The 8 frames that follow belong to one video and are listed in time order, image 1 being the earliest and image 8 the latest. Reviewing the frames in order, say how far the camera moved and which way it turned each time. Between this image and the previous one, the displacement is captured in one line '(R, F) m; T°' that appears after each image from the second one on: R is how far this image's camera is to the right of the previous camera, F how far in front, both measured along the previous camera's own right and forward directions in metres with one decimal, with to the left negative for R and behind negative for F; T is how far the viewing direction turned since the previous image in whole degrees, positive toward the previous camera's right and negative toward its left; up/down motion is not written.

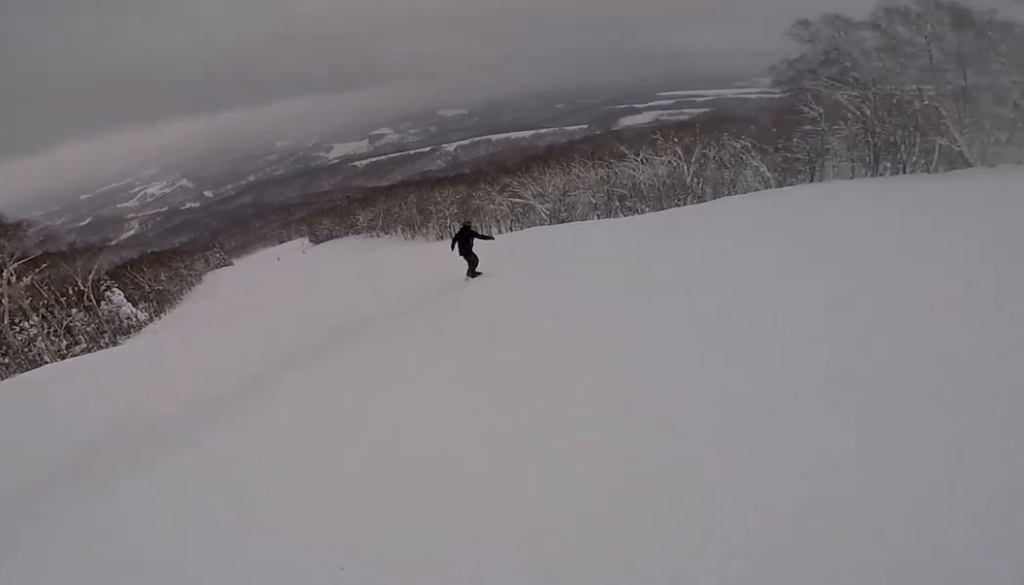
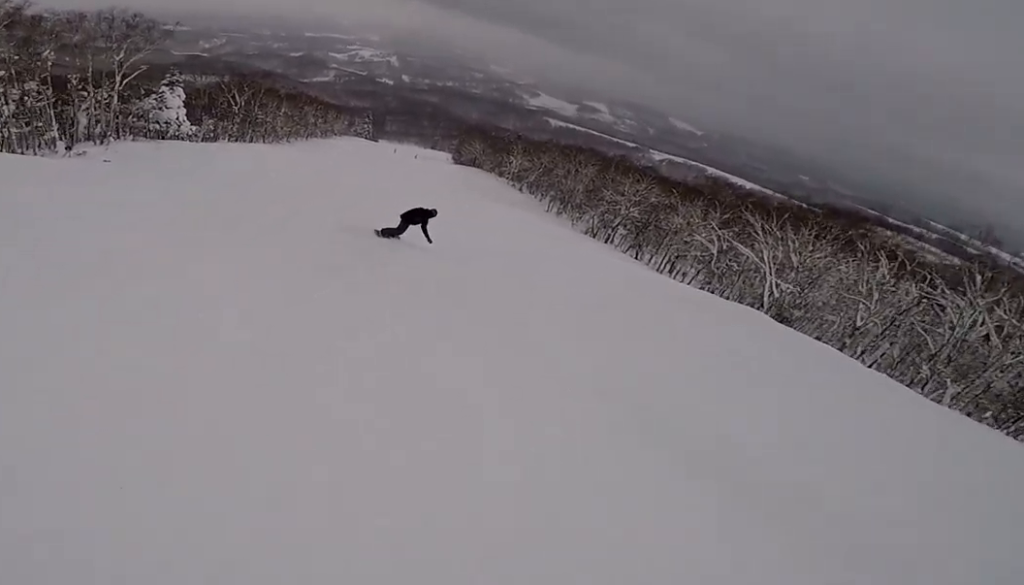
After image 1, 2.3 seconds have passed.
(+2.4, +30.4) m; -1°
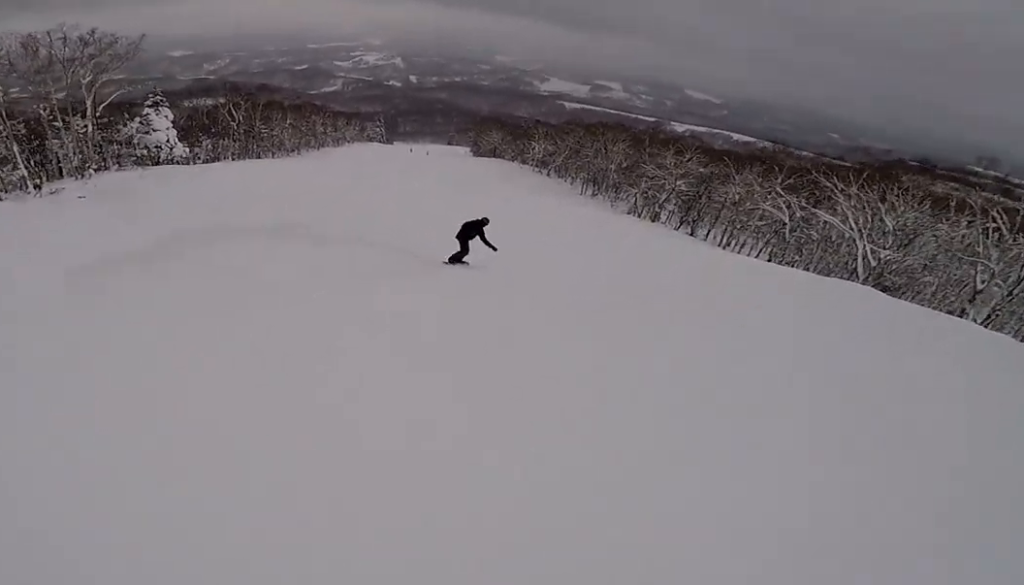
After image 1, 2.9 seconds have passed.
(-0.1, +7.2) m; -2°
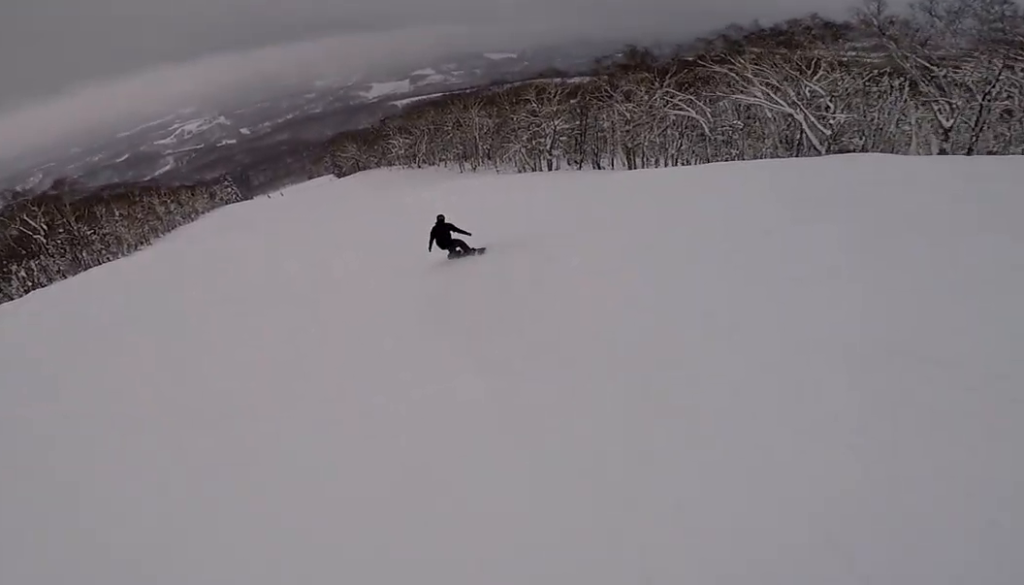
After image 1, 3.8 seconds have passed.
(-0.4, +12.9) m; -2°
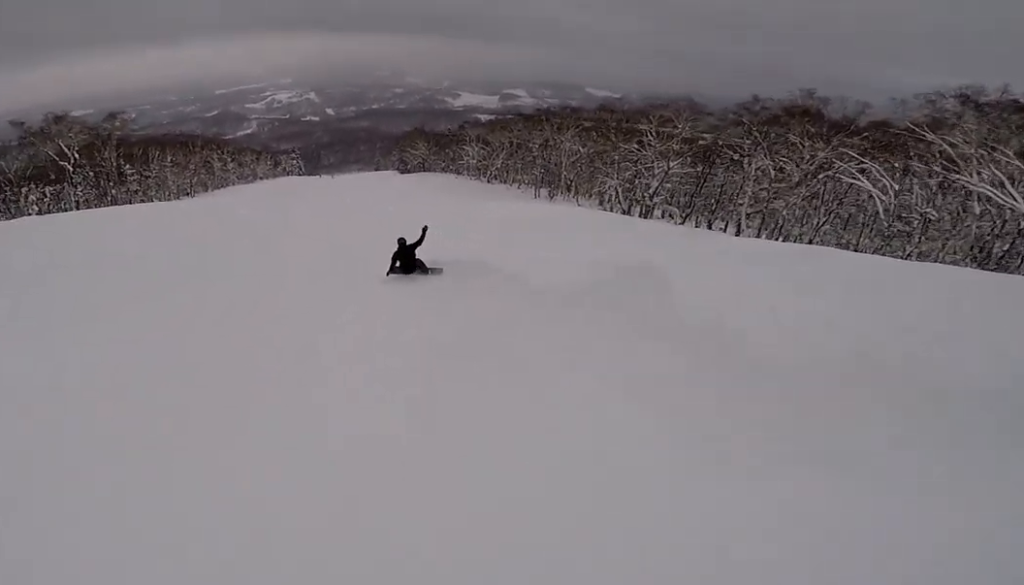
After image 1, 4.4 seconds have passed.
(-0.5, +9.3) m; +1°
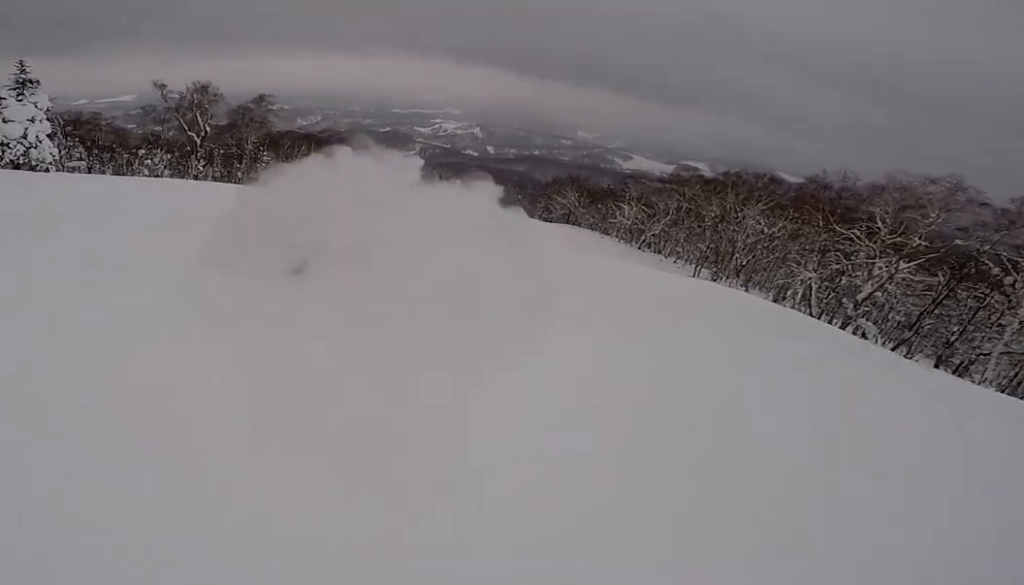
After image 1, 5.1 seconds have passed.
(+0.9, +9.7) m; -5°
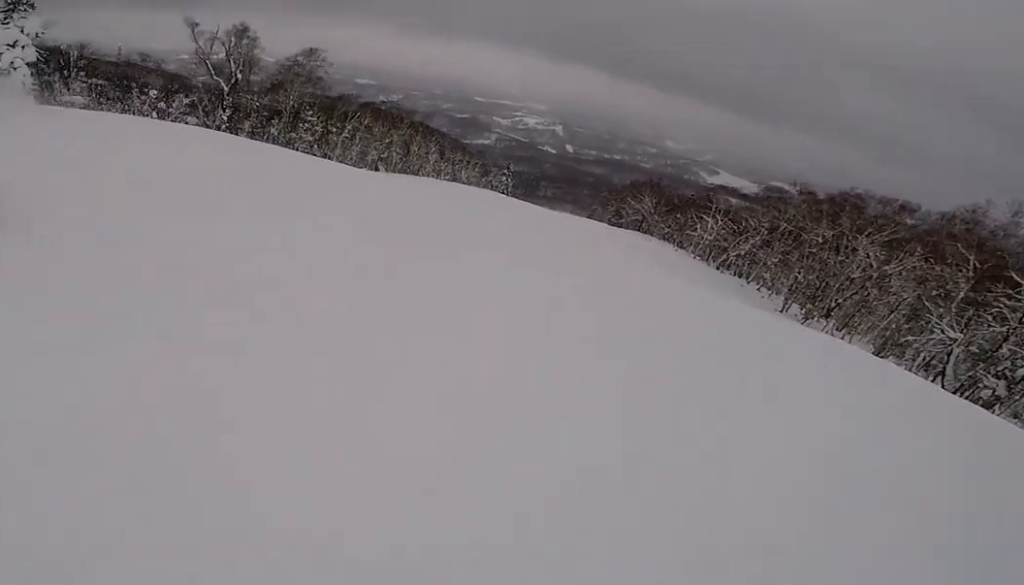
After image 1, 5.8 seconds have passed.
(-0.8, +9.1) m; -10°
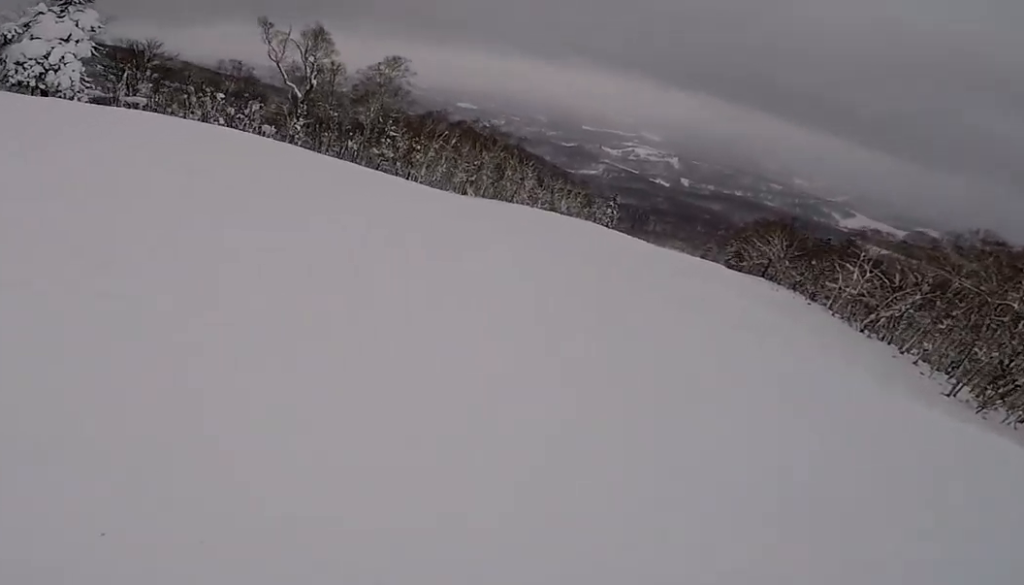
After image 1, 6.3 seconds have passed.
(-0.7, +6.5) m; -9°
